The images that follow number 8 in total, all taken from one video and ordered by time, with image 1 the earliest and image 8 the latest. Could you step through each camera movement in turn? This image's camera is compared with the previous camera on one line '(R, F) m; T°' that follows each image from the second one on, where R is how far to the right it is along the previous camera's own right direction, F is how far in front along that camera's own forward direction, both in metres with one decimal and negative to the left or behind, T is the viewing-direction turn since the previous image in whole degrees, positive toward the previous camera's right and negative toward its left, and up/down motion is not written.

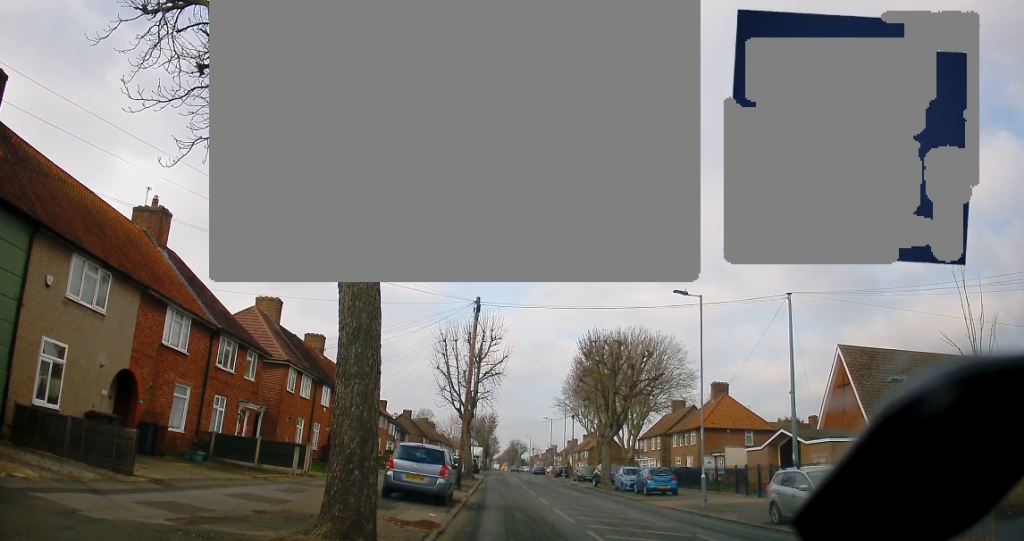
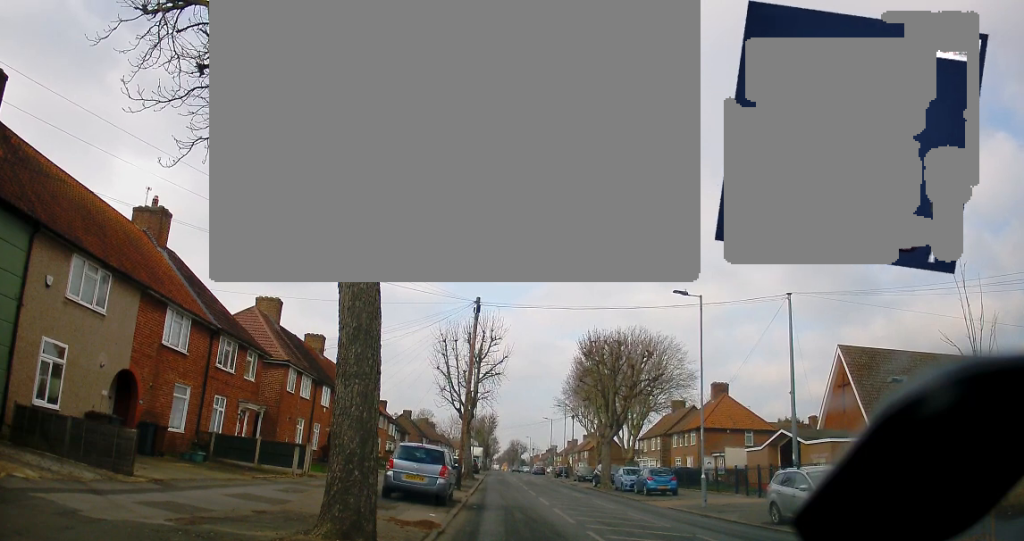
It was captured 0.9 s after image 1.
(0.0, 0.0) m; 0°
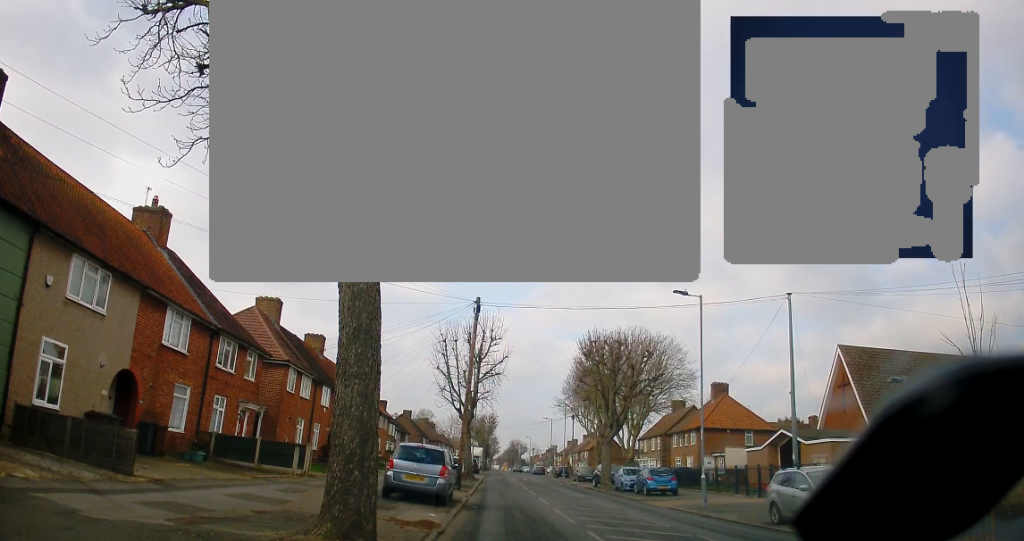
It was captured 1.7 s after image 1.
(0.0, 0.0) m; 0°
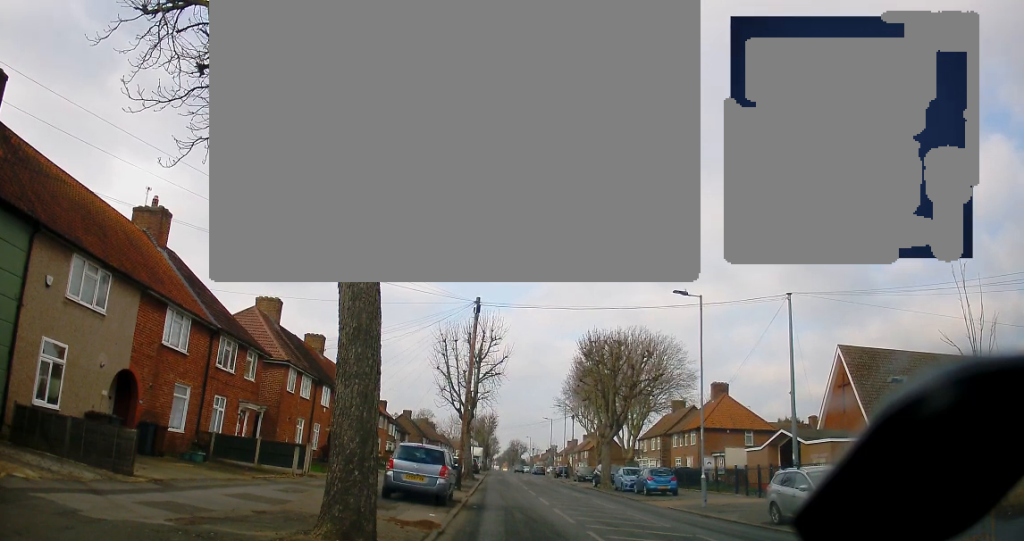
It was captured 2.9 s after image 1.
(0.0, 0.0) m; 0°
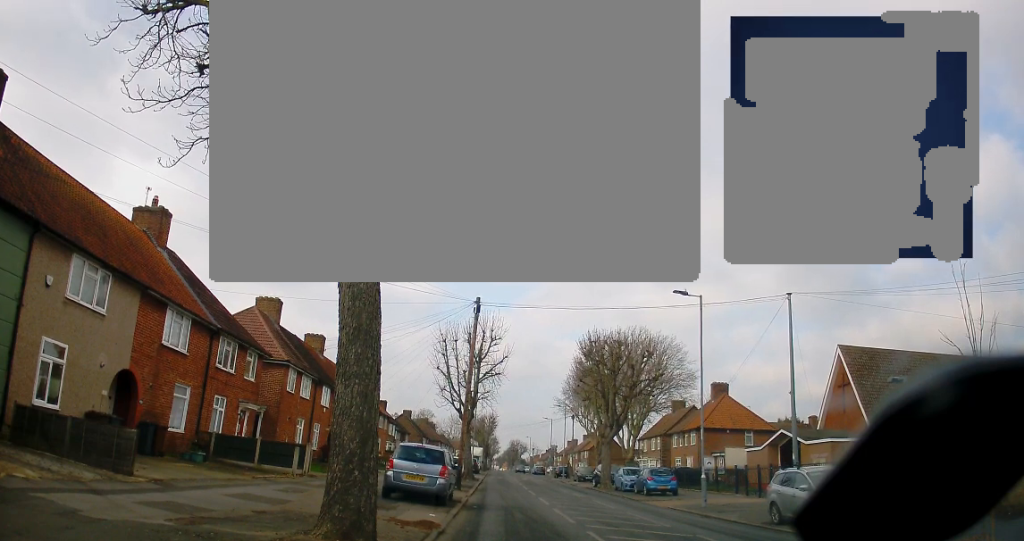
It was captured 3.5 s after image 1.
(0.0, 0.0) m; 0°
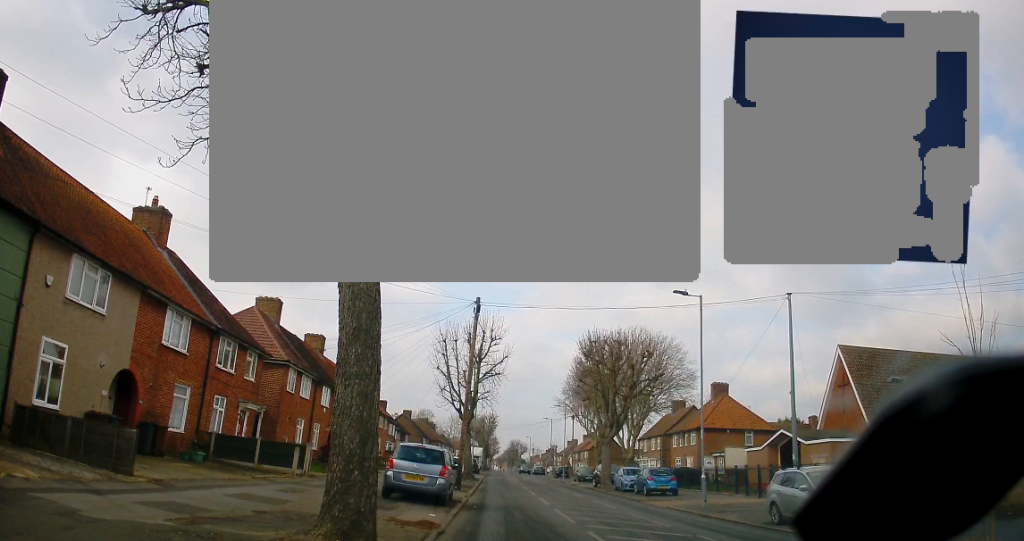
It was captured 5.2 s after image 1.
(0.0, 0.0) m; 0°
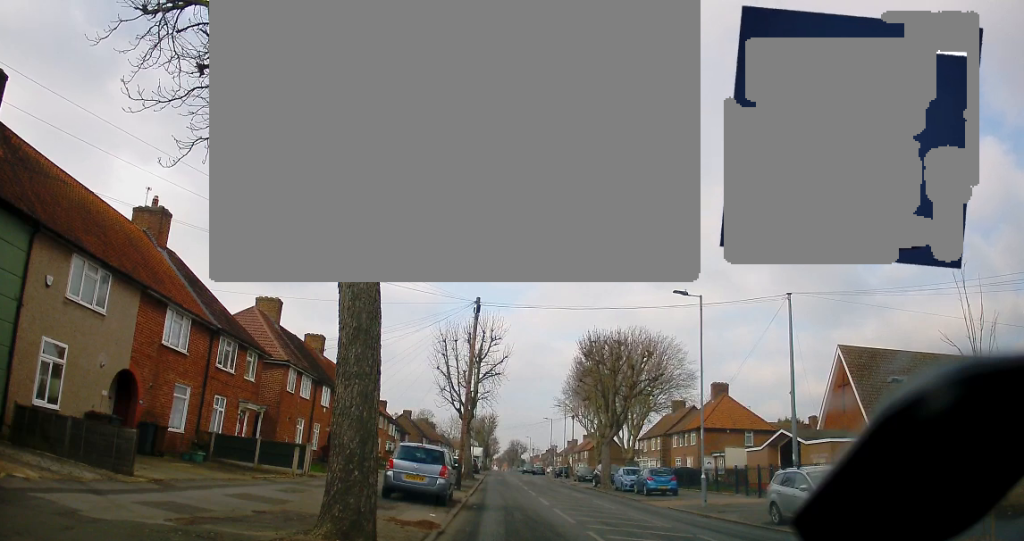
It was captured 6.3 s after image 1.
(0.0, 0.0) m; 0°
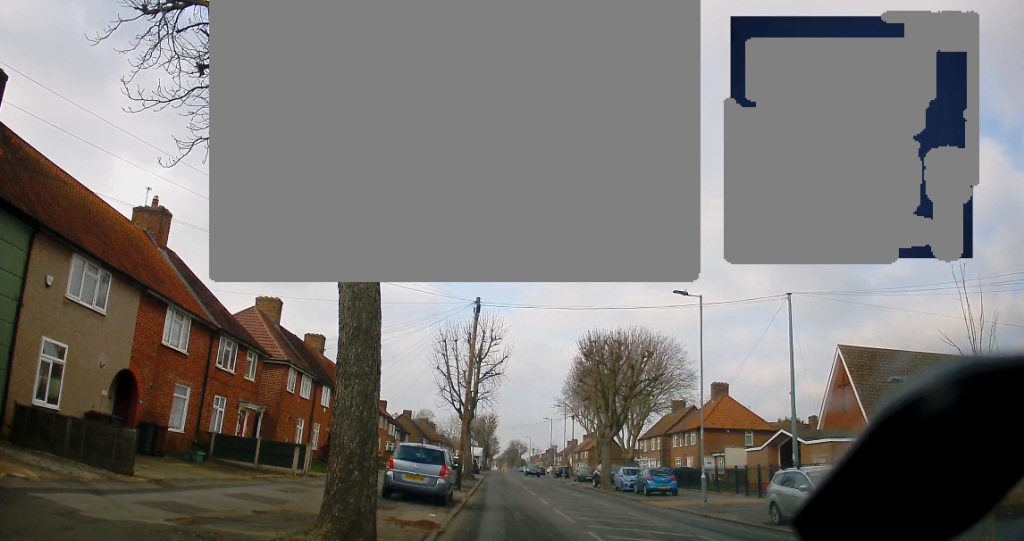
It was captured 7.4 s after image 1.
(0.0, 0.0) m; 0°
